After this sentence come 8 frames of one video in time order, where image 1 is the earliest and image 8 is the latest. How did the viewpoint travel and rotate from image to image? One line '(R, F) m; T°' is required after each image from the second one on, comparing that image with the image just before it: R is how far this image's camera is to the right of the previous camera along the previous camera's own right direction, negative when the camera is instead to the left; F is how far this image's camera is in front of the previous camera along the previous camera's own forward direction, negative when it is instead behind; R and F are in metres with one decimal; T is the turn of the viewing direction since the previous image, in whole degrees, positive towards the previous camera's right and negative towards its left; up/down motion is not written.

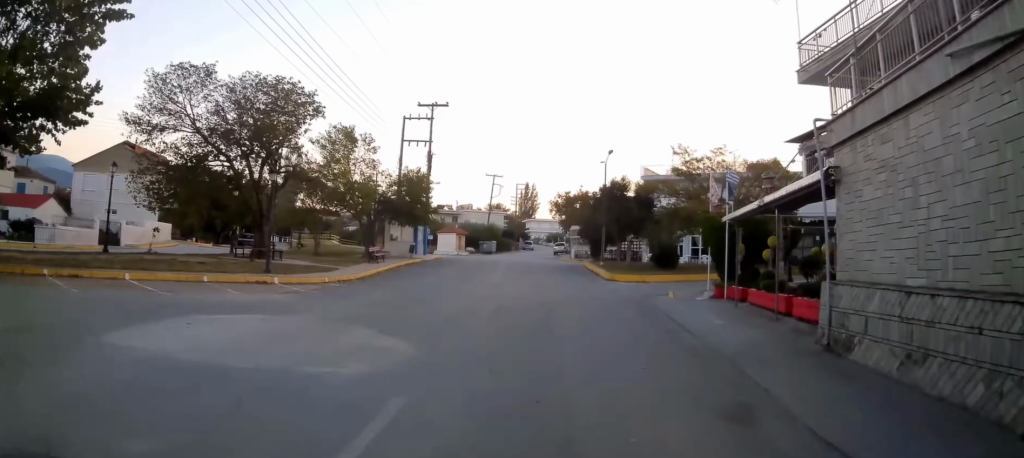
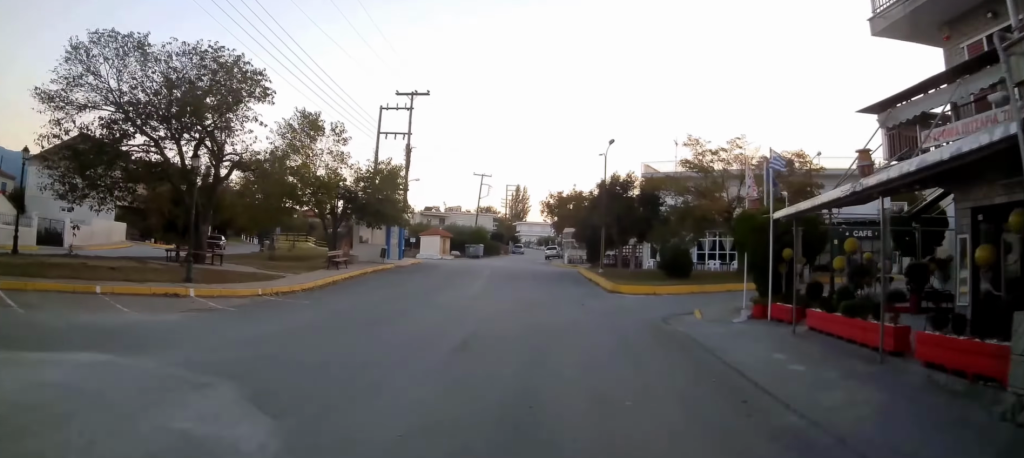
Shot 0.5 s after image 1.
(+0.1, +4.6) m; 0°
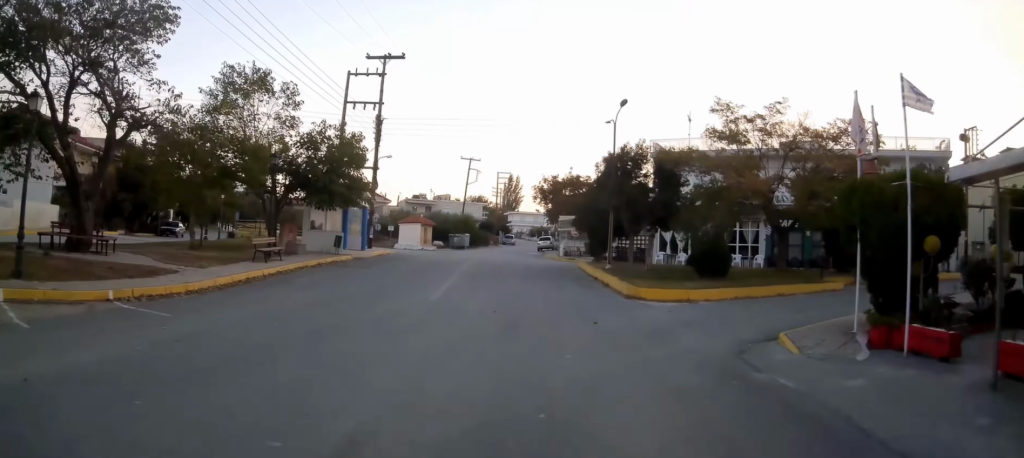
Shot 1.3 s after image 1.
(+0.1, +6.2) m; -1°
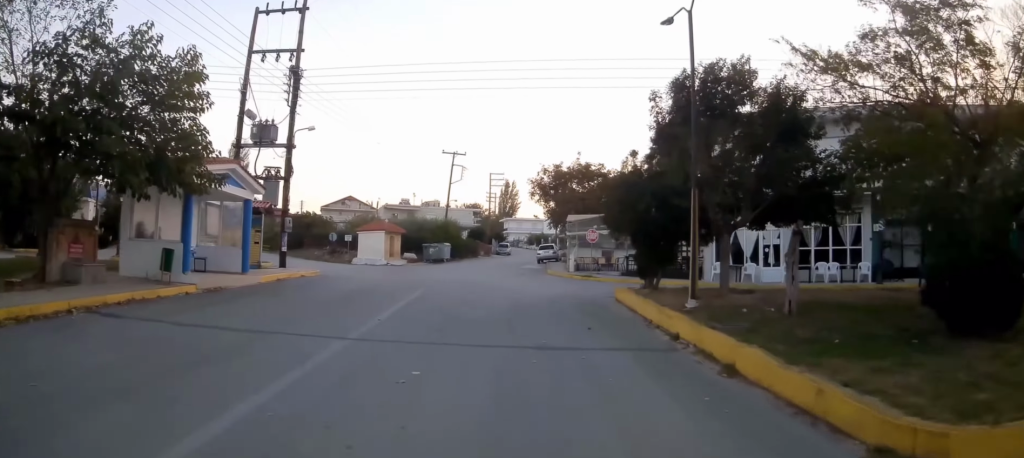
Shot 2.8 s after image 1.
(-0.7, +12.5) m; -7°
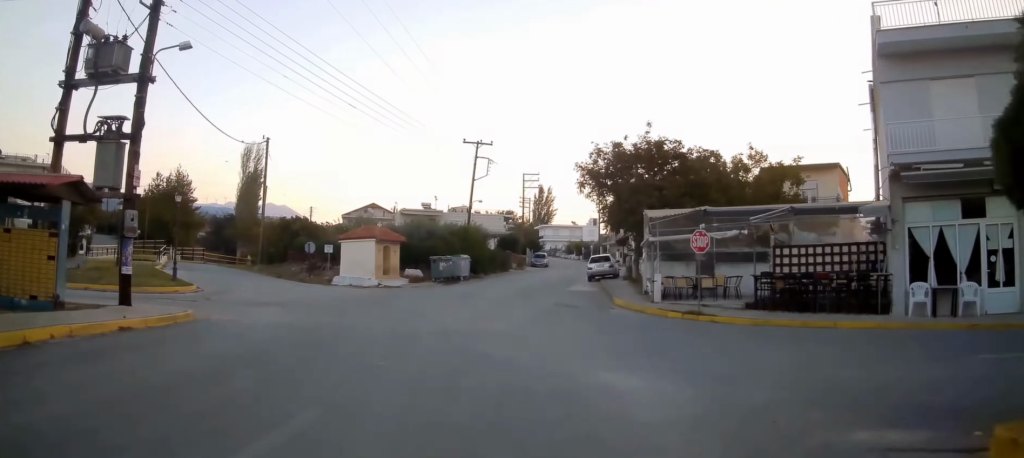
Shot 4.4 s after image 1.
(-0.7, +11.5) m; -6°
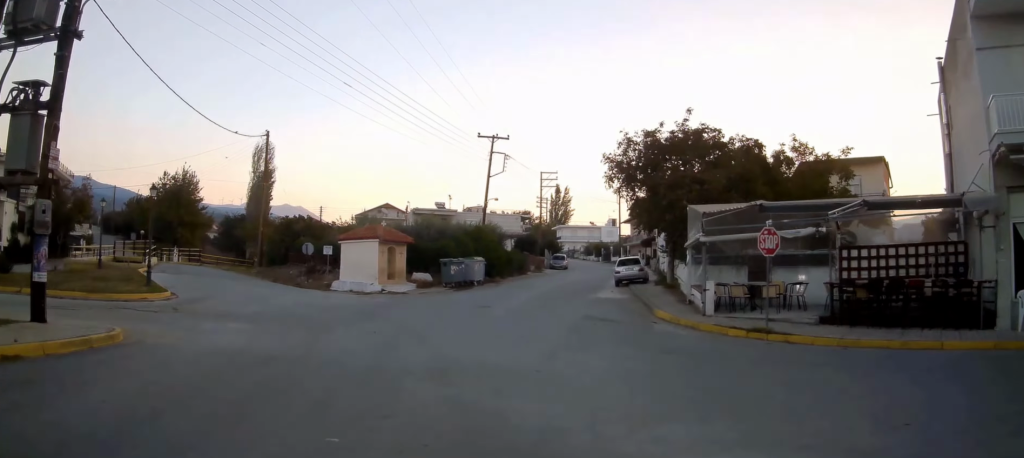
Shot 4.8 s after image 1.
(+0.1, +3.2) m; -2°
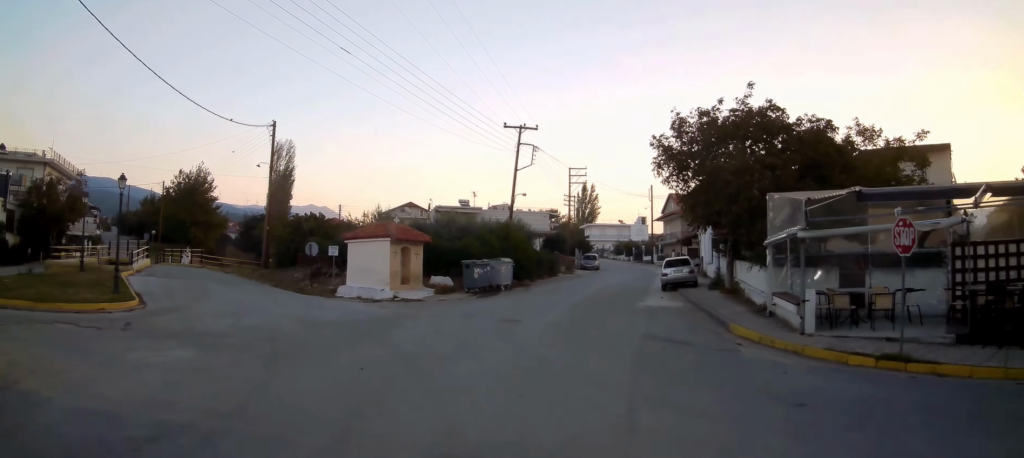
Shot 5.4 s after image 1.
(-0.1, +3.7) m; -4°
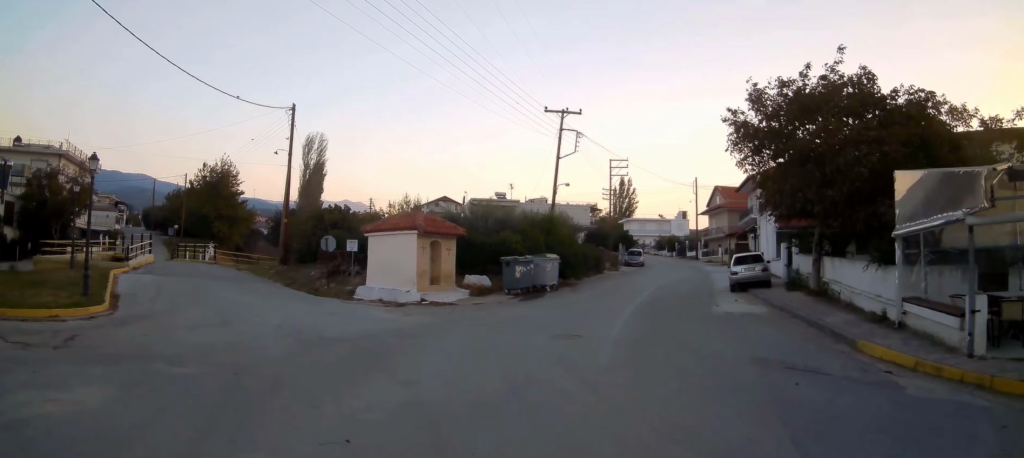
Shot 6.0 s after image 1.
(-0.3, +3.6) m; -4°
